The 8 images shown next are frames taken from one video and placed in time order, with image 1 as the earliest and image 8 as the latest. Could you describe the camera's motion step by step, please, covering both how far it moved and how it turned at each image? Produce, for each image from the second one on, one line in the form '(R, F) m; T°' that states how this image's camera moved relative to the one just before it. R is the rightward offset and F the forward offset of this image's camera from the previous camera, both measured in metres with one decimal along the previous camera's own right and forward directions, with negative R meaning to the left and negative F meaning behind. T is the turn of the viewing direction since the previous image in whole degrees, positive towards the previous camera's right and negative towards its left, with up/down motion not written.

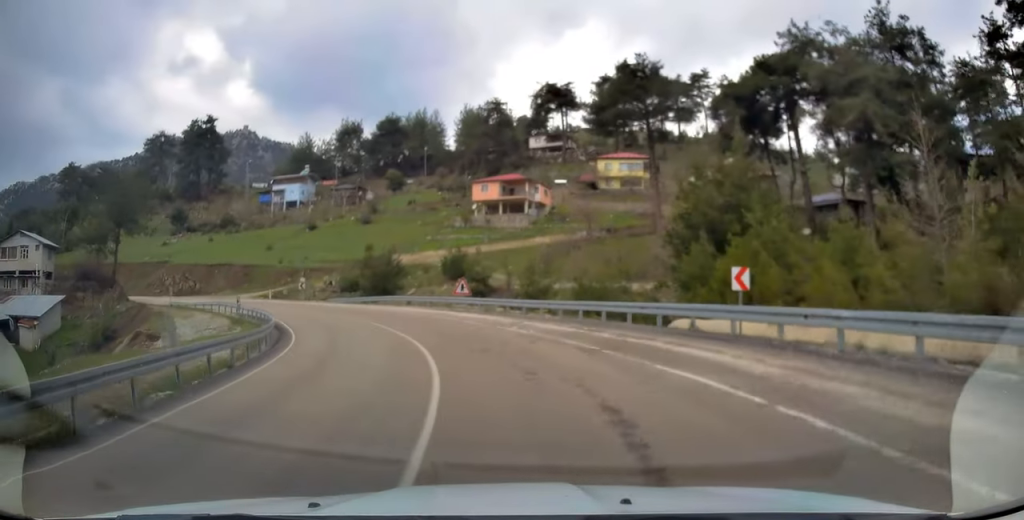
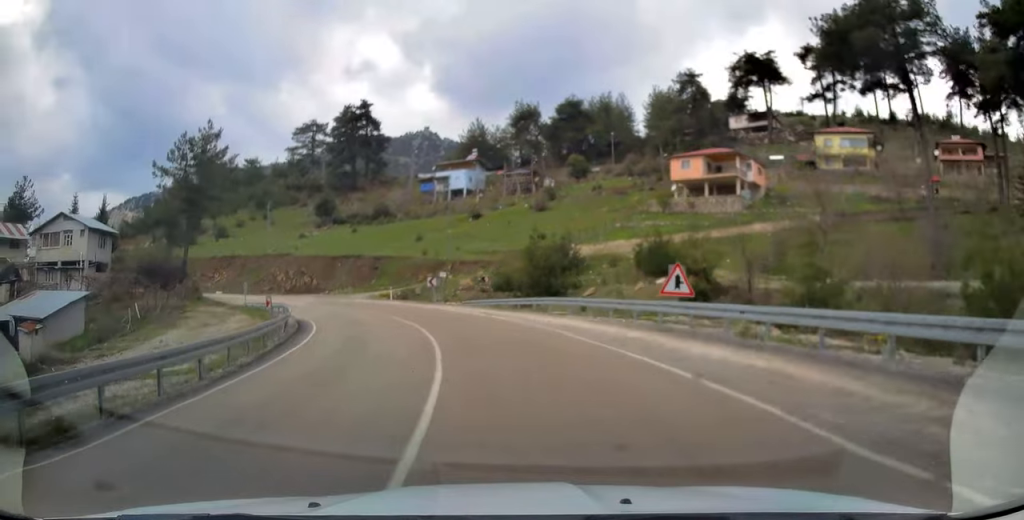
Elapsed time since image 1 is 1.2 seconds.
(-3.3, +19.7) m; -18°
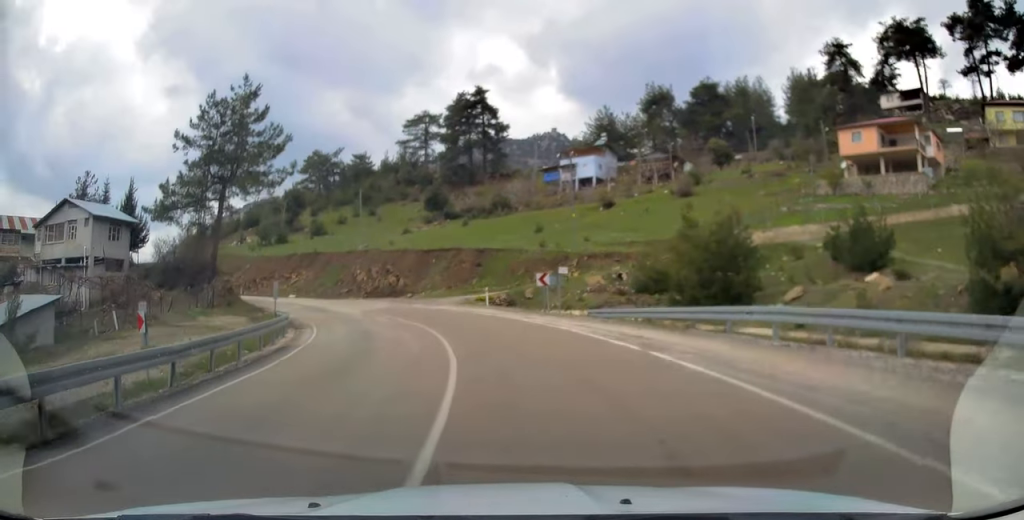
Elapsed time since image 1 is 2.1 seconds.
(-1.6, +14.8) m; -12°
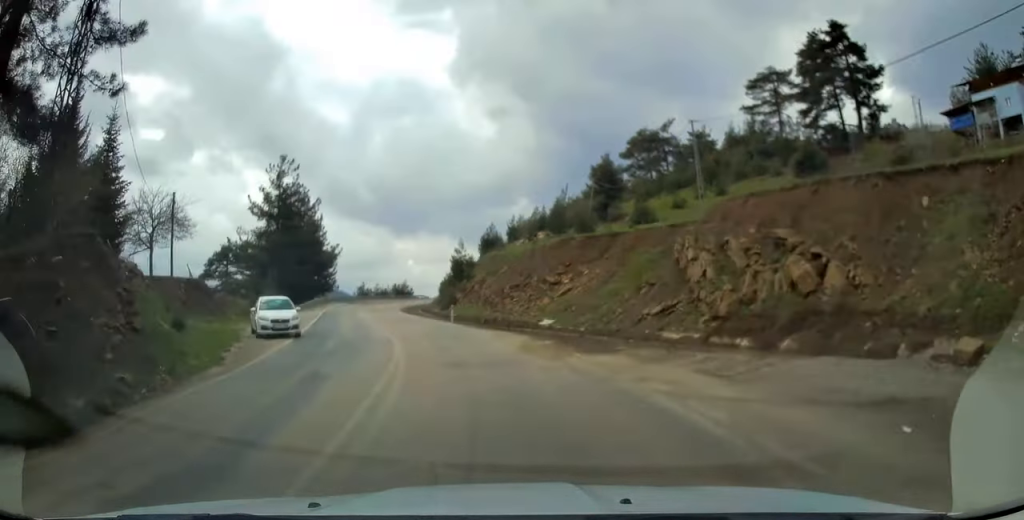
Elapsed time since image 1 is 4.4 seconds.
(-10.8, +35.8) m; -35°
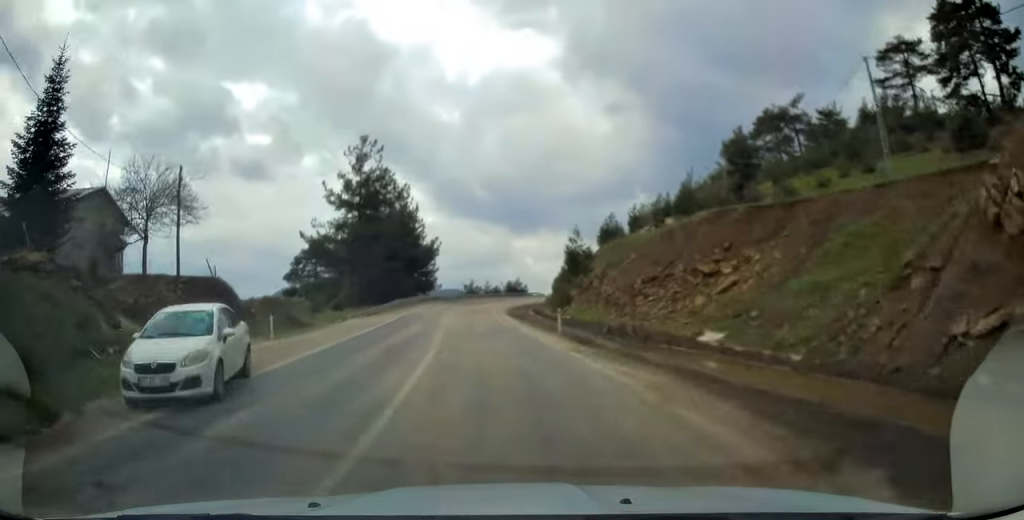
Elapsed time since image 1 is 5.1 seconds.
(-1.2, +11.7) m; -8°
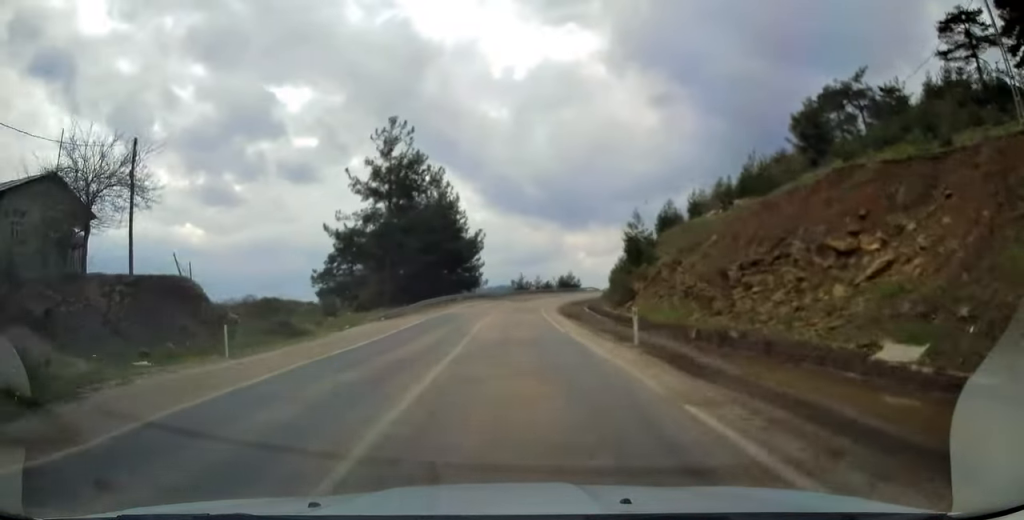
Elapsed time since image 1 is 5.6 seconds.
(-0.2, +7.9) m; -5°
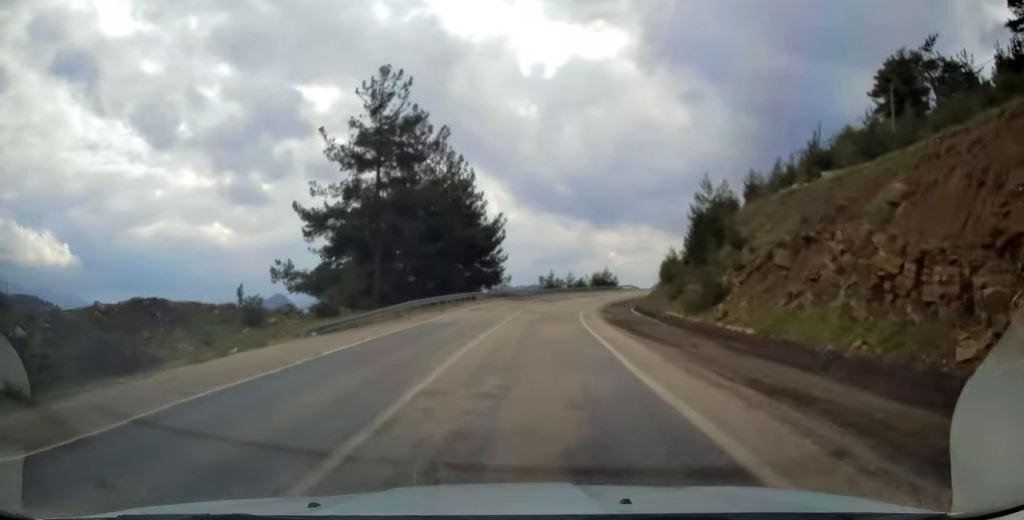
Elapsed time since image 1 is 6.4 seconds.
(-0.9, +14.7) m; -4°
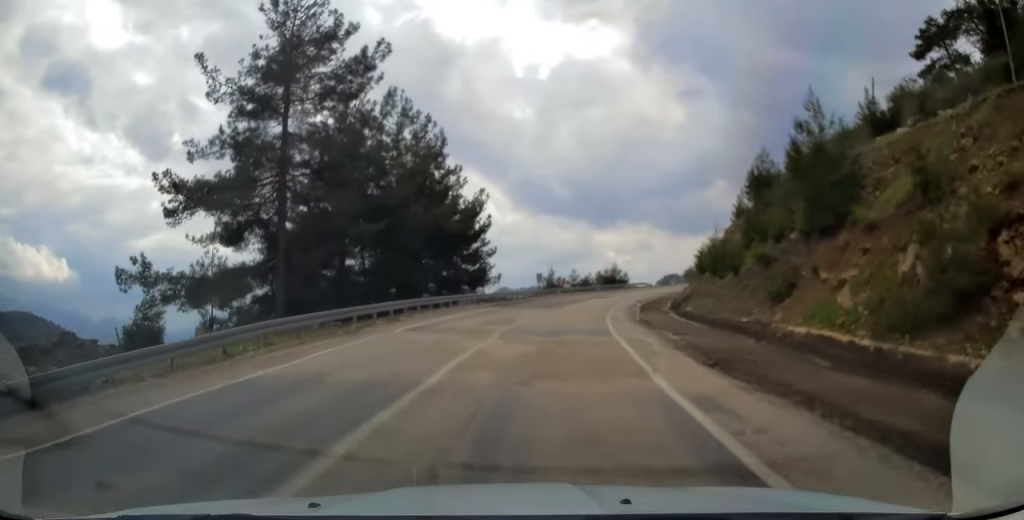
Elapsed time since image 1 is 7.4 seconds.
(-0.4, +17.3) m; 0°
